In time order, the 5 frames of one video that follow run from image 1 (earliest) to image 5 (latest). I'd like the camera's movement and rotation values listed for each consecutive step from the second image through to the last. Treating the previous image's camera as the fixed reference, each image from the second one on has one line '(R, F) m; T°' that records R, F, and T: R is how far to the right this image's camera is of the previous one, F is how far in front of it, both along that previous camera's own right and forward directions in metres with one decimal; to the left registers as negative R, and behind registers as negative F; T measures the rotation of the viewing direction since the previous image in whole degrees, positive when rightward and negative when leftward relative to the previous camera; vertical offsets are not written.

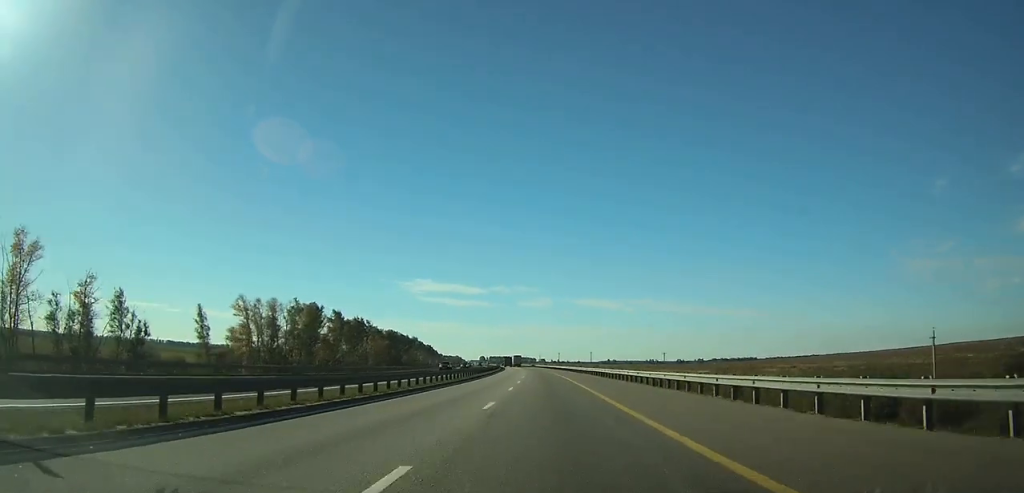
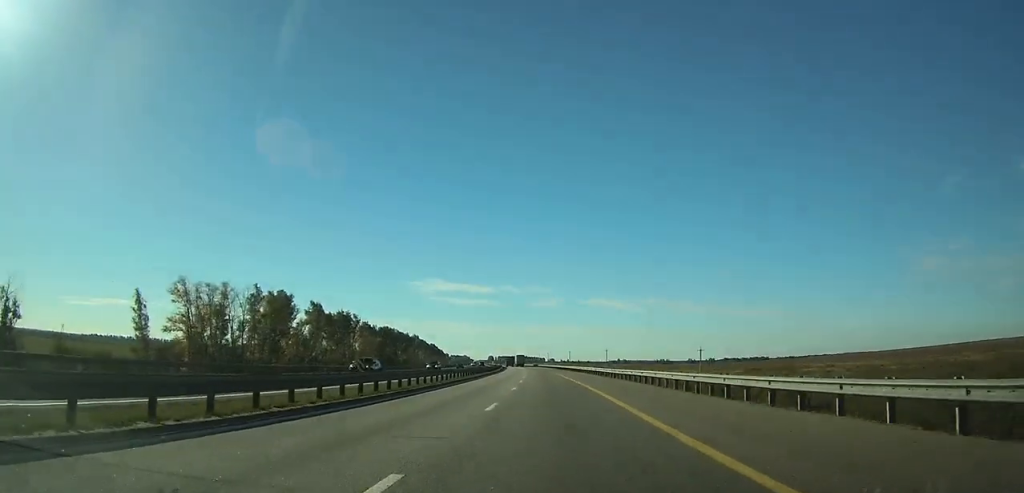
(-0.1, +24.4) m; -1°
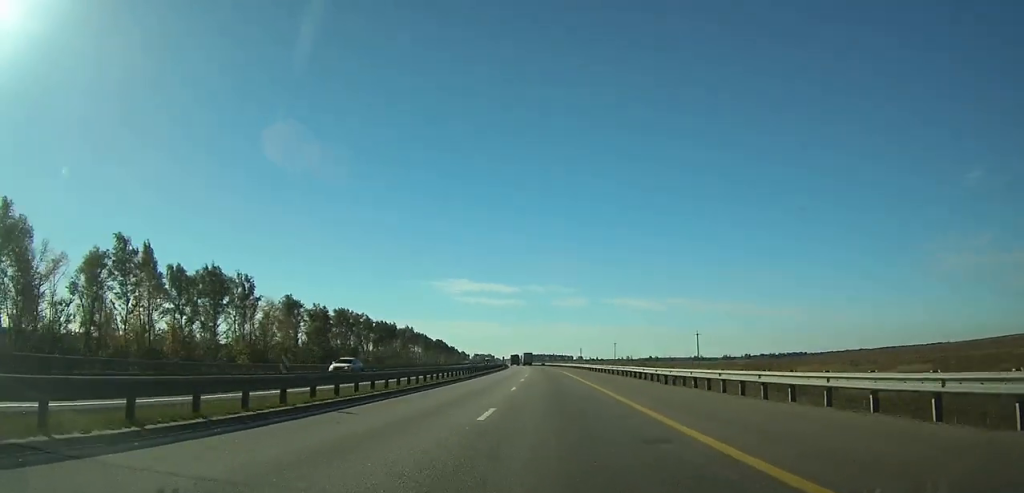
(-2.2, +84.7) m; -3°
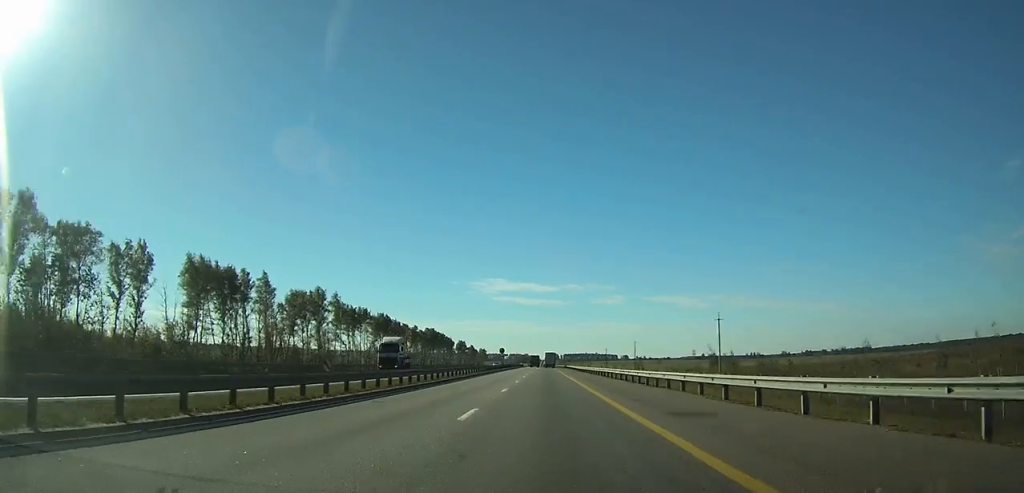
(-5.2, +149.9) m; -4°
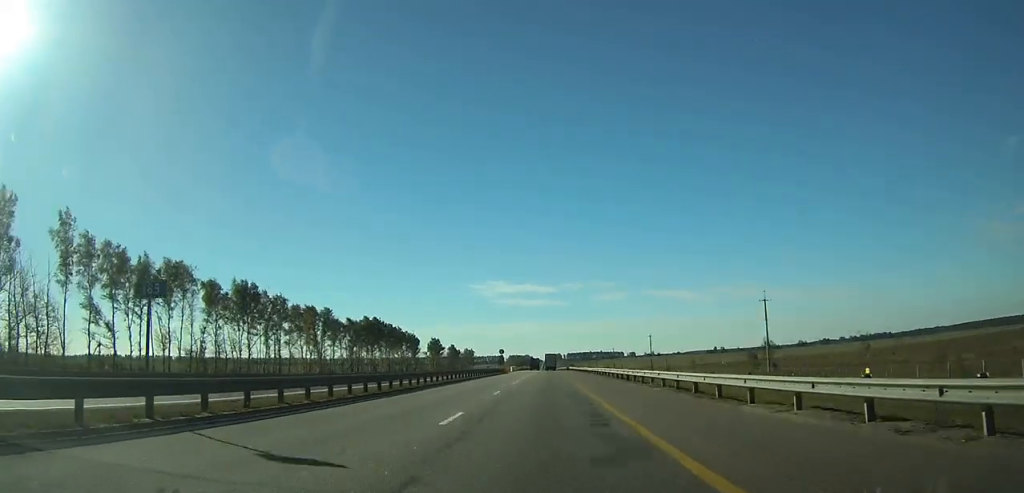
(-1.0, +101.4) m; -1°
